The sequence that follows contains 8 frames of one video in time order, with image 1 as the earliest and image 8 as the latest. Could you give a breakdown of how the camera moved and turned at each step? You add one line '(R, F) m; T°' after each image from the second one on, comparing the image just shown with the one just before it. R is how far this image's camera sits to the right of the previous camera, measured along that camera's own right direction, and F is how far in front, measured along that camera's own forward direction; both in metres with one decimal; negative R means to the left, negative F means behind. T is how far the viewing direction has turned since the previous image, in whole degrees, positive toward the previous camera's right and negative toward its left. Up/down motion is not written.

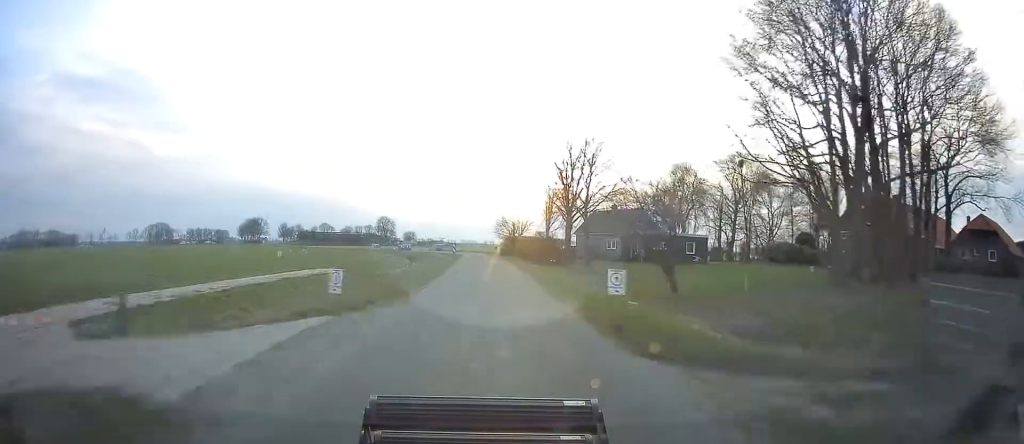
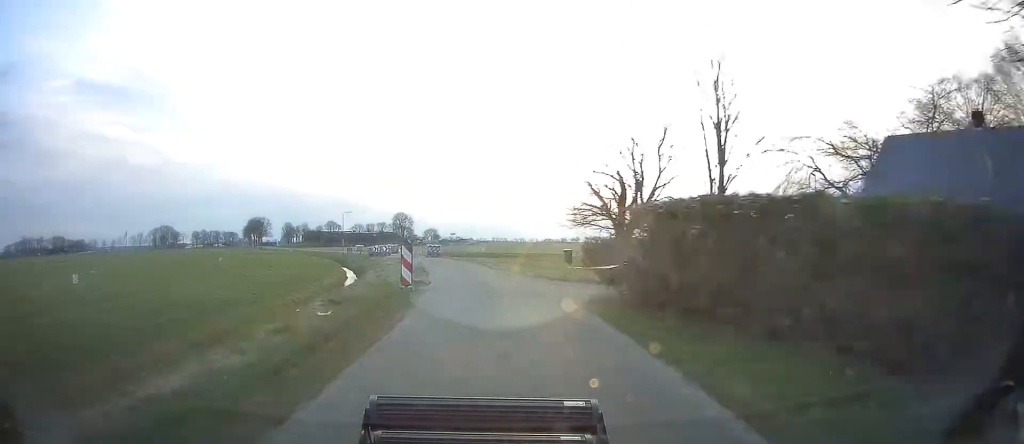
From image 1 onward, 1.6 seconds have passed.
(-1.0, +50.1) m; -4°
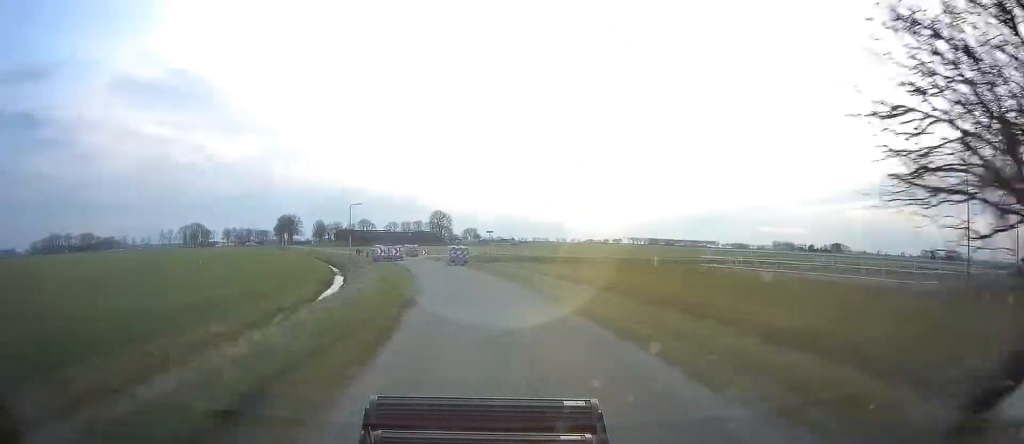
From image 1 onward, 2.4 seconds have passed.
(-0.5, +18.1) m; -4°
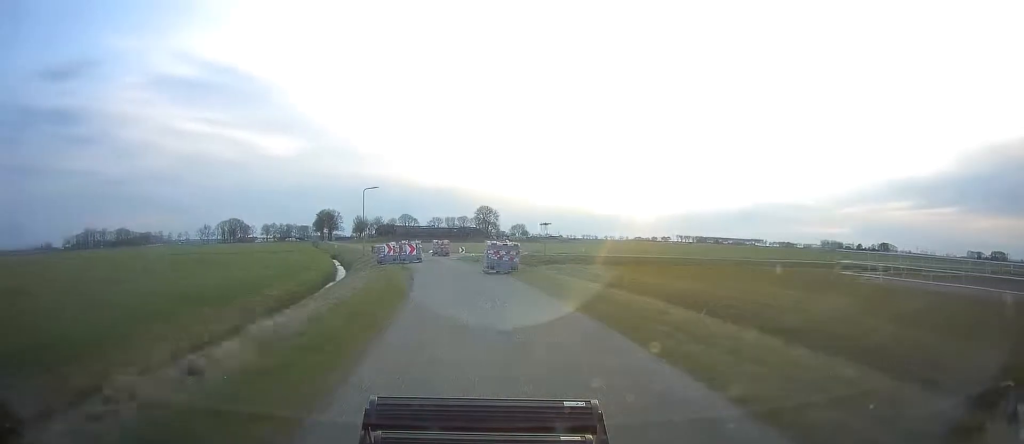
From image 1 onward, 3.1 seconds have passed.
(-0.4, +15.6) m; -4°
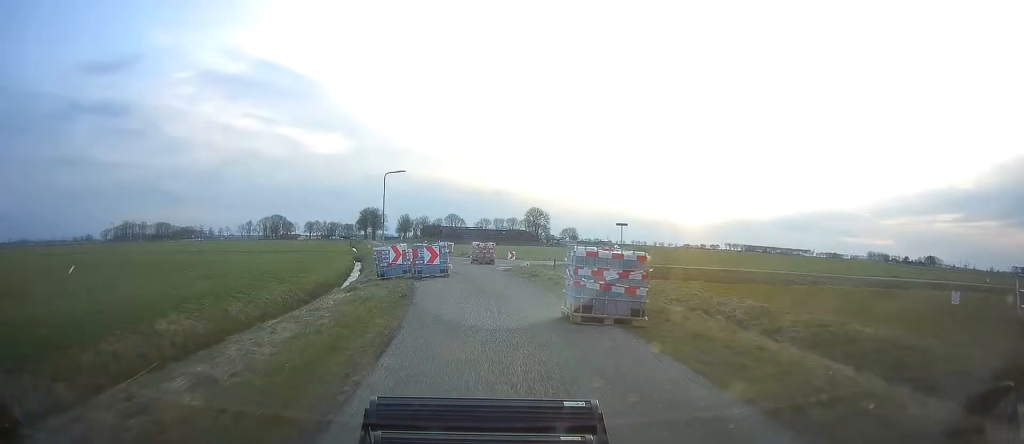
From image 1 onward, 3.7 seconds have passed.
(-0.6, +12.5) m; -3°
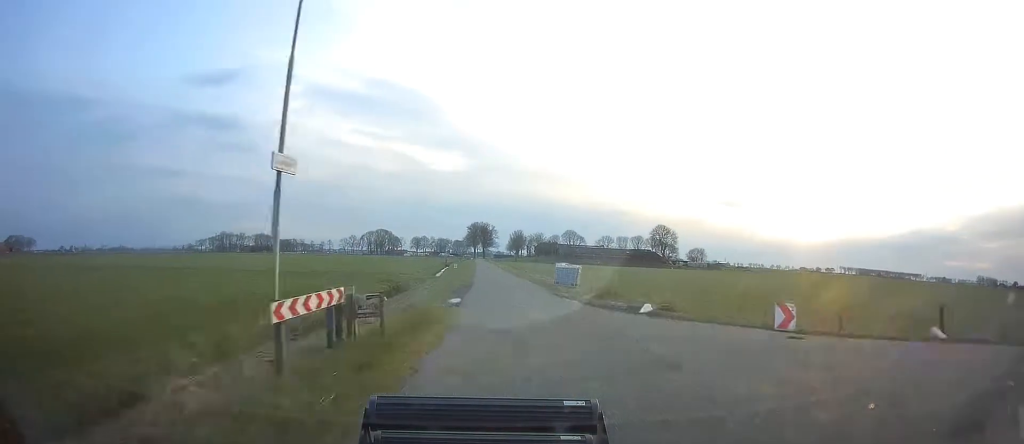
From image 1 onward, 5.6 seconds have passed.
(-2.7, +32.2) m; -9°
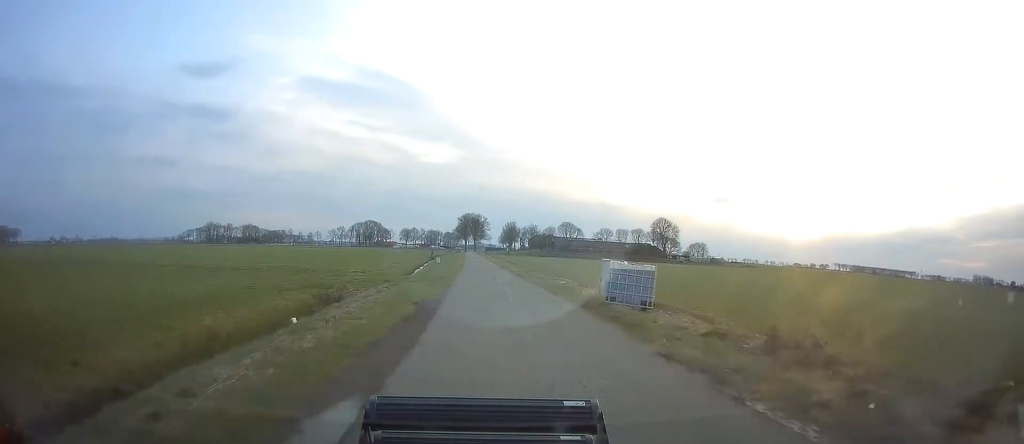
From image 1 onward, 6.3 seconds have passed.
(-0.4, +14.4) m; -2°
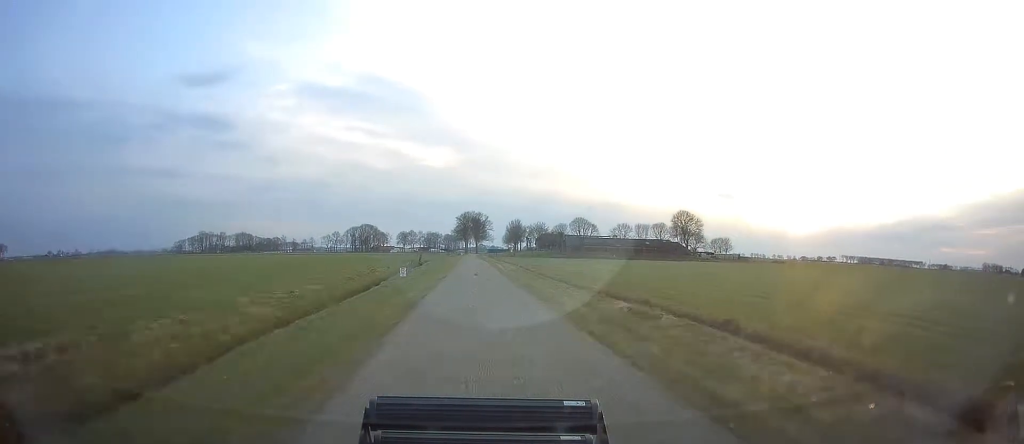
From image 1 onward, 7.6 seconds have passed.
(-0.1, +27.1) m; 0°
